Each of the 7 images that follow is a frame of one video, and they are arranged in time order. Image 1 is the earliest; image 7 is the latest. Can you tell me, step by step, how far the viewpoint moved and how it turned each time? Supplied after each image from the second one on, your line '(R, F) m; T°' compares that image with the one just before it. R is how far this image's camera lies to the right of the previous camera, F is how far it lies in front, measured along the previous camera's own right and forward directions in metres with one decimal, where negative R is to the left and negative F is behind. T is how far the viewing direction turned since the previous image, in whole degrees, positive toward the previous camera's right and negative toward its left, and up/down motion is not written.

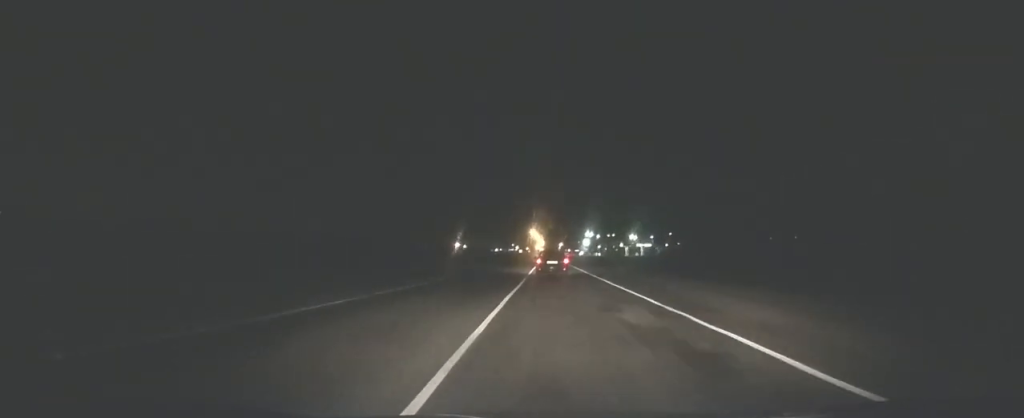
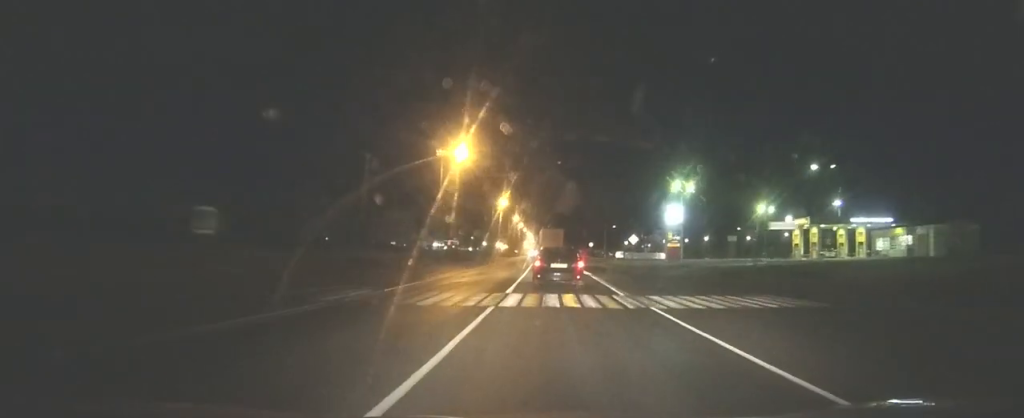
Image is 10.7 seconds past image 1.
(-1.7, +209.2) m; 0°
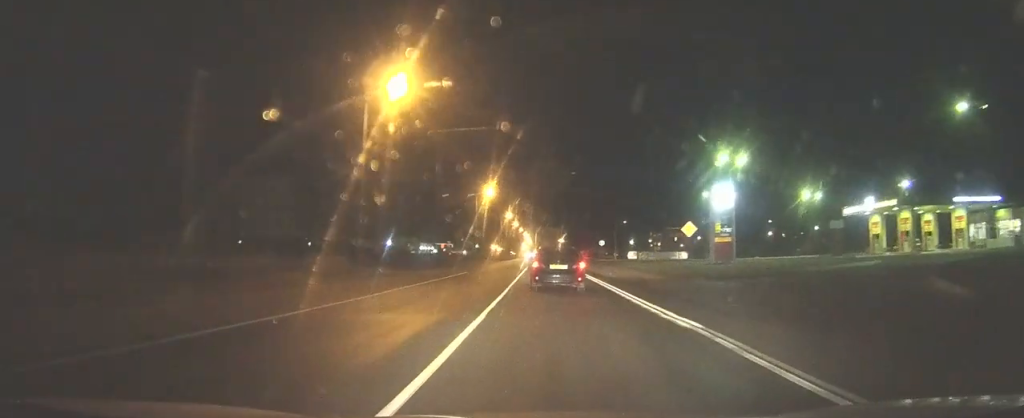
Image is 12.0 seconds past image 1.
(+0.1, +21.1) m; 0°
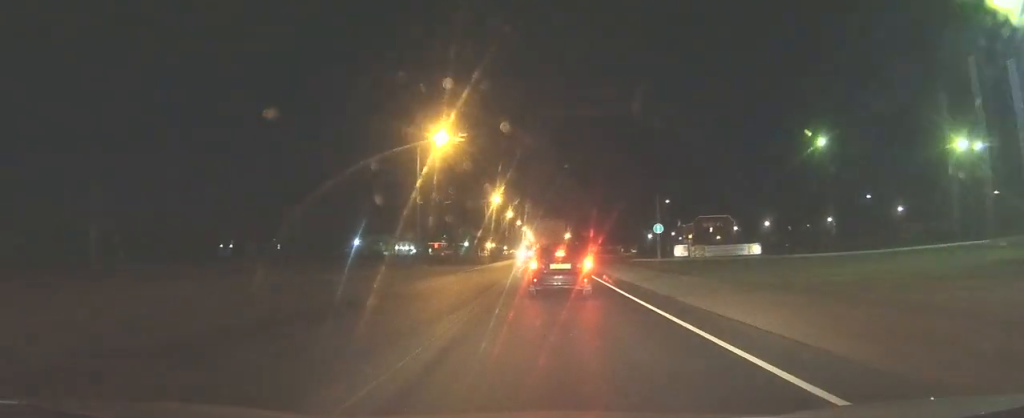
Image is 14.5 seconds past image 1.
(-0.1, +39.1) m; -1°
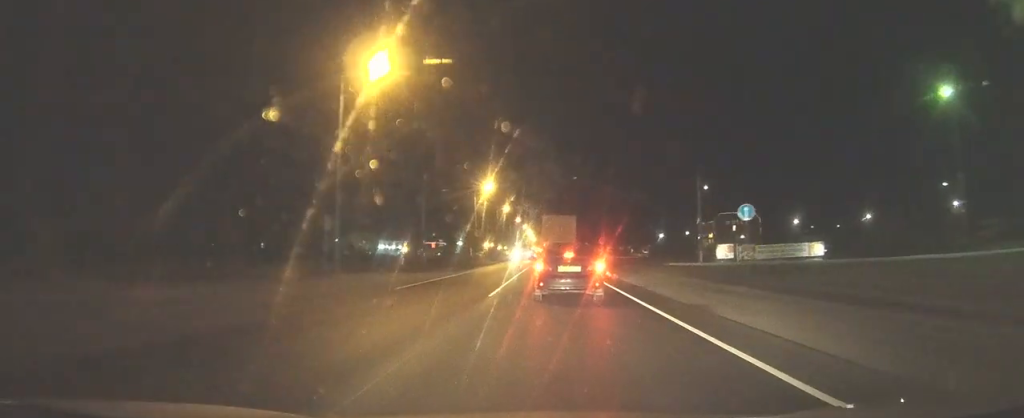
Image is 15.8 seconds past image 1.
(-0.1, +19.6) m; -1°
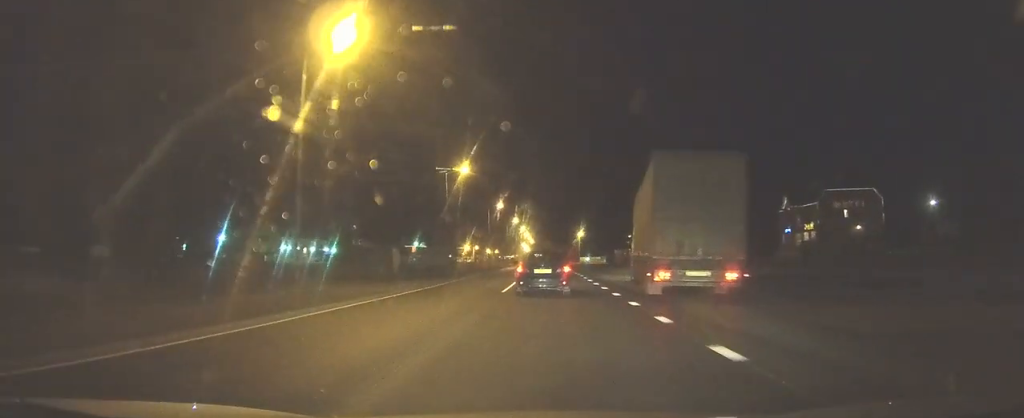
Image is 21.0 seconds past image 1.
(+0.3, +71.4) m; +2°
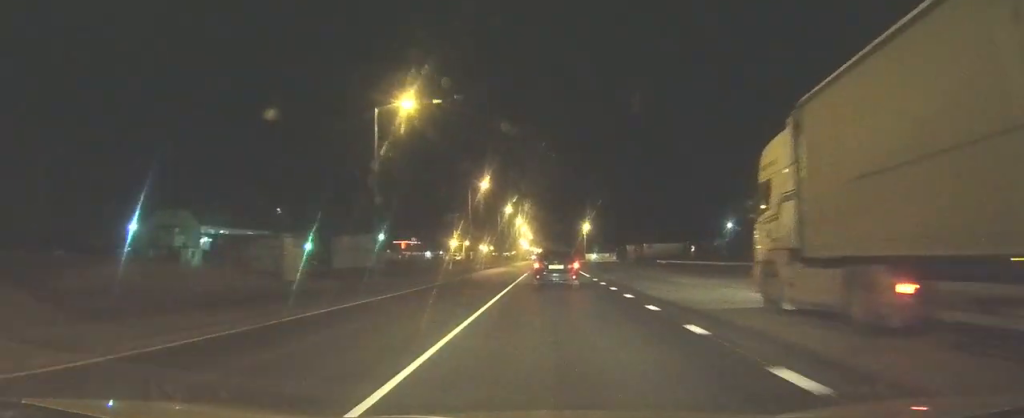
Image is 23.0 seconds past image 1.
(+0.3, +27.7) m; +1°
